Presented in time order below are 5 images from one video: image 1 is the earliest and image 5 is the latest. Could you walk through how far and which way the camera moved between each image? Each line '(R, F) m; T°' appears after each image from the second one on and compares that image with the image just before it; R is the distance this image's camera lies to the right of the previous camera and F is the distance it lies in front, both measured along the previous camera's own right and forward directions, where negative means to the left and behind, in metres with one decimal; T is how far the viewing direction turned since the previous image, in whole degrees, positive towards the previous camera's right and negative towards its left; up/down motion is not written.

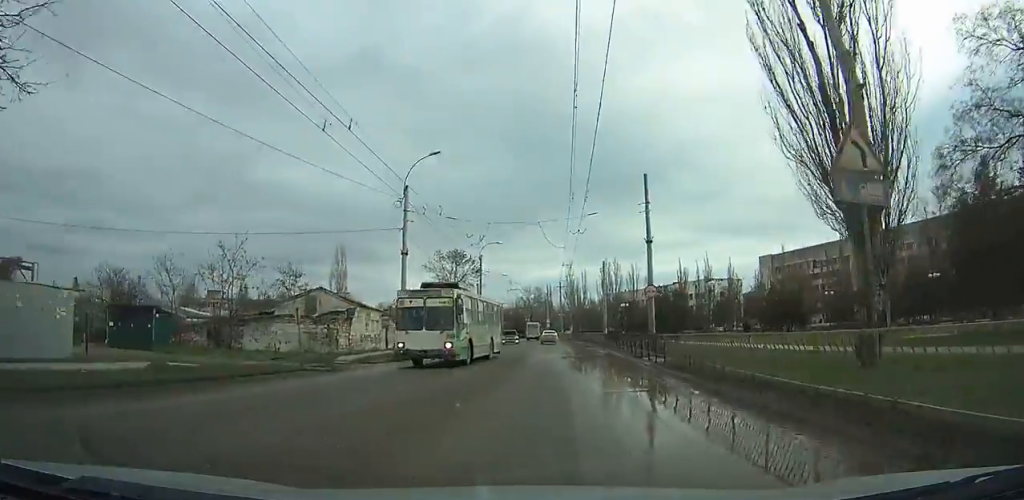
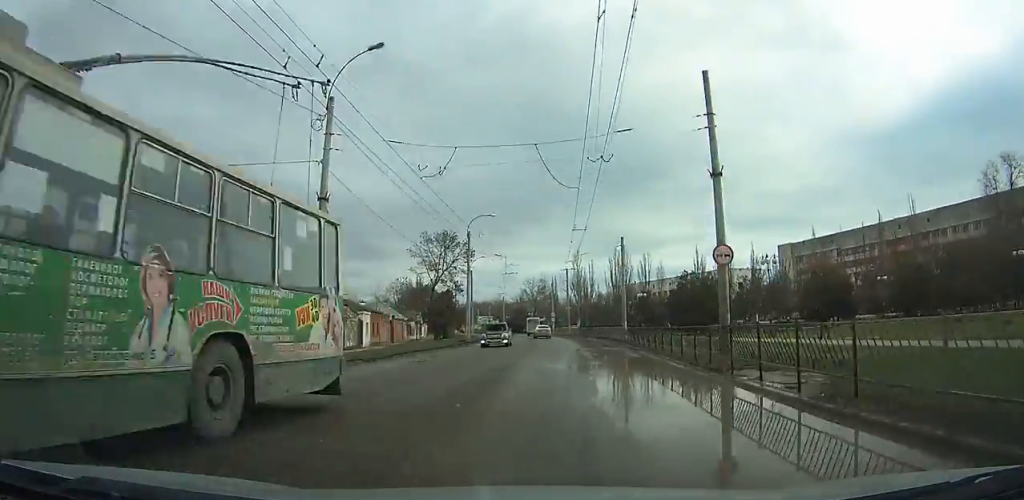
(-0.1, +14.1) m; -1°
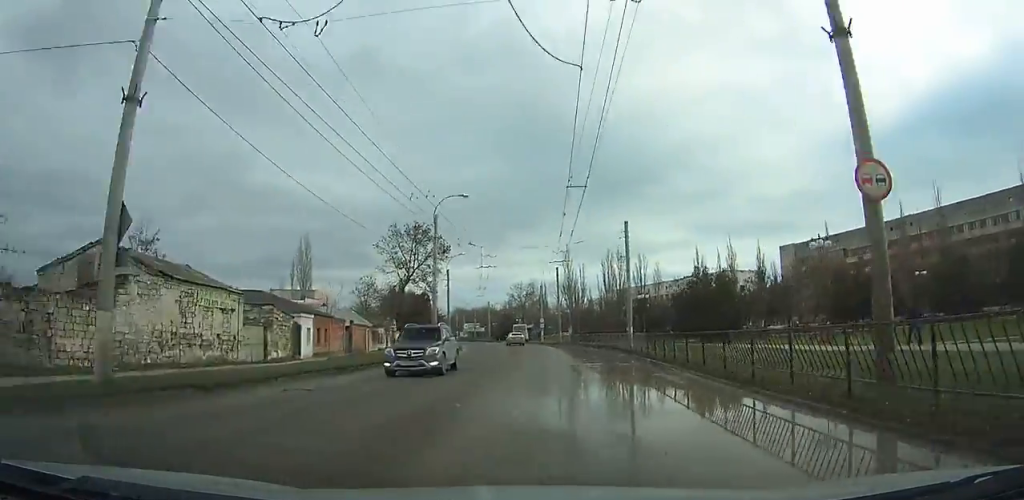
(0.0, +11.0) m; -1°
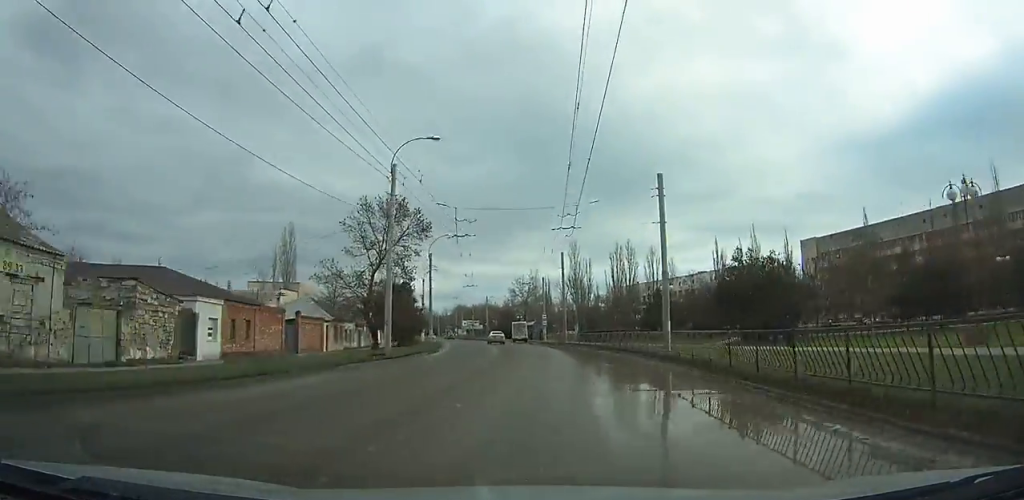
(-0.2, +13.1) m; -1°
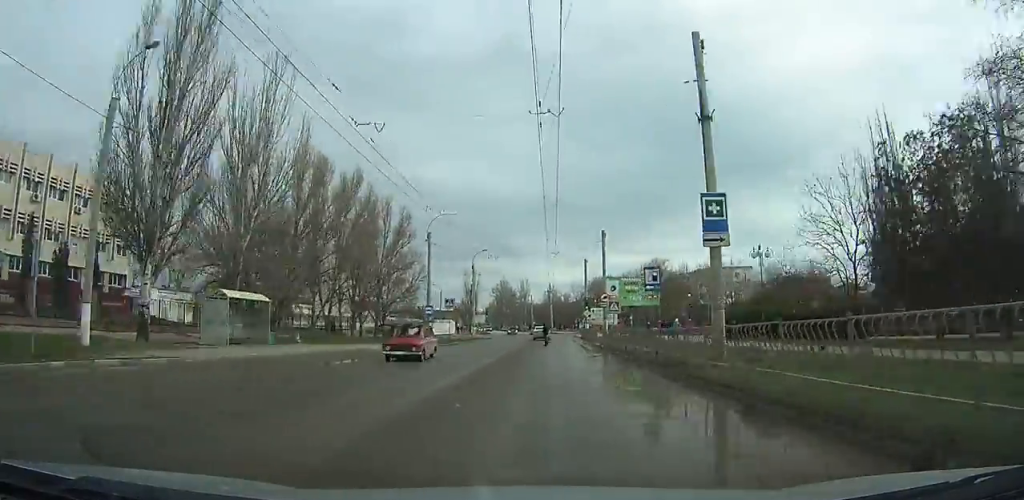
(-19.3, +142.1) m; -13°
